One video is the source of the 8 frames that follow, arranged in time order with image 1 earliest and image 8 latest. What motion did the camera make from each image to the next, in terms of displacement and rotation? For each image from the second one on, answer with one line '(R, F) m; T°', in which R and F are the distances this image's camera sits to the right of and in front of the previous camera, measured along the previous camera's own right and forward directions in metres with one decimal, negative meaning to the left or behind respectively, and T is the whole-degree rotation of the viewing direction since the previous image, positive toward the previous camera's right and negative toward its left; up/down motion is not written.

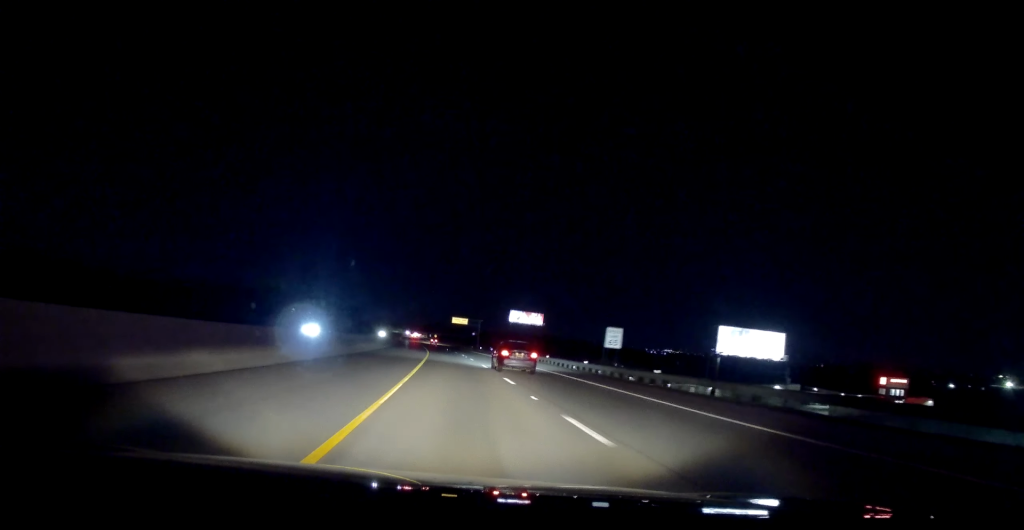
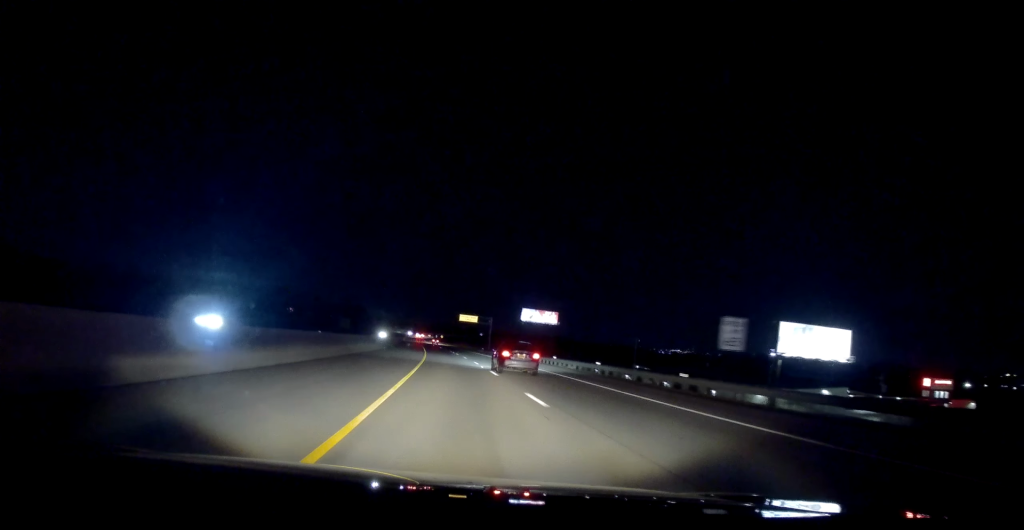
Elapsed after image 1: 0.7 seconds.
(-0.1, +19.1) m; -1°
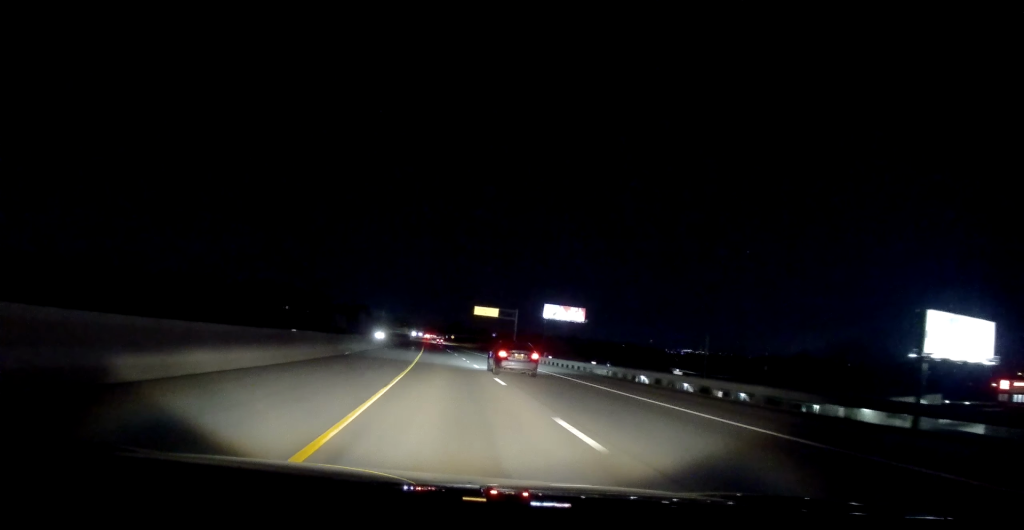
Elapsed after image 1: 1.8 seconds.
(-0.4, +30.0) m; -1°
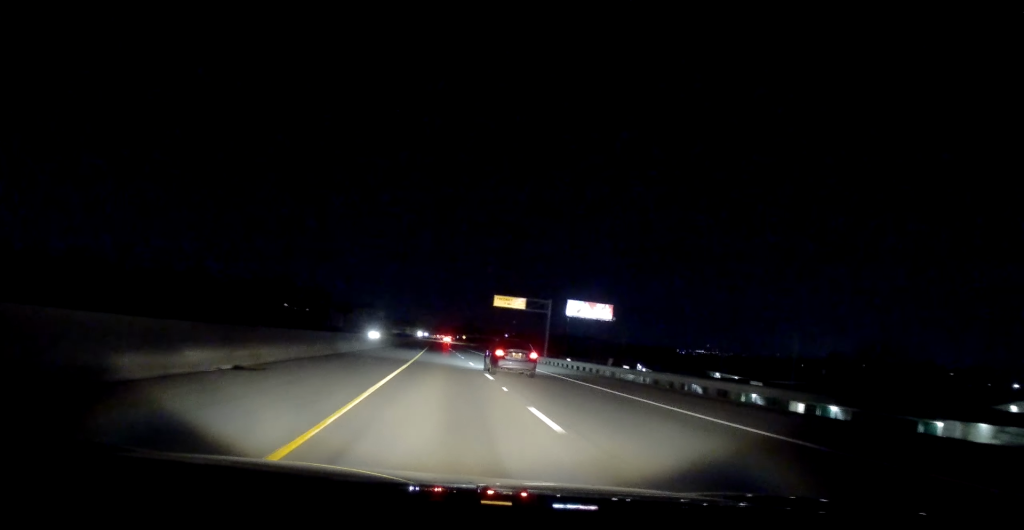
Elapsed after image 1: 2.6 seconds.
(-0.2, +22.7) m; -1°
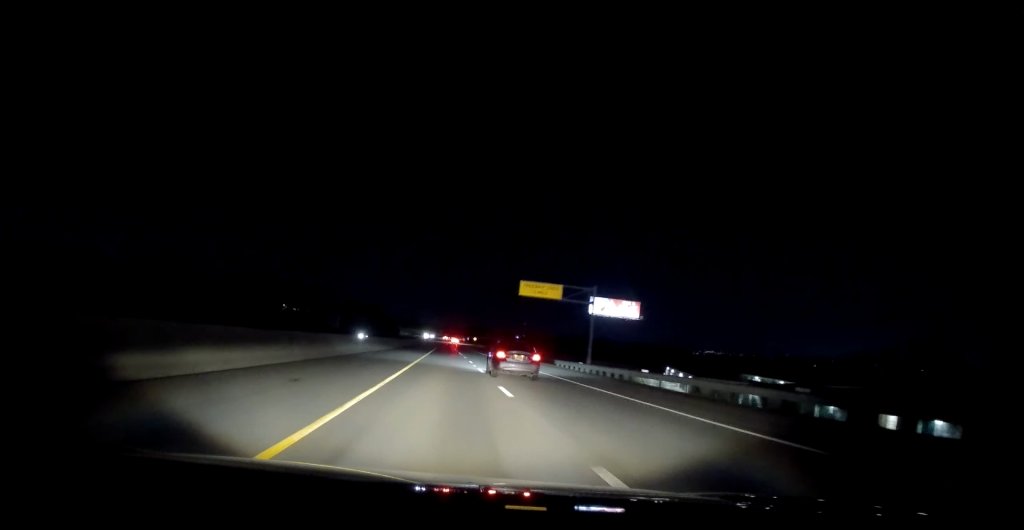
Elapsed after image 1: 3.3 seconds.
(0.0, +18.2) m; 0°
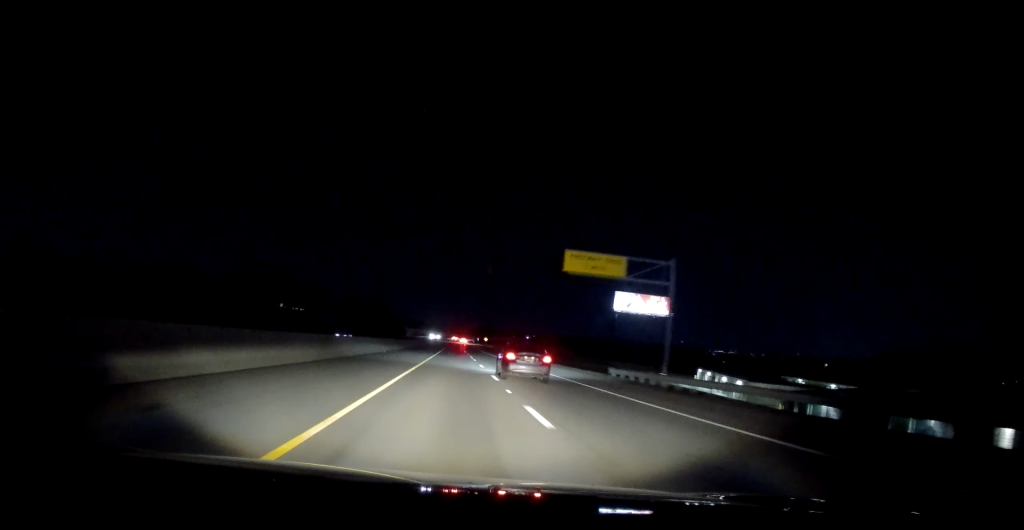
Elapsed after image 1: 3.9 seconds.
(0.0, +17.2) m; -1°
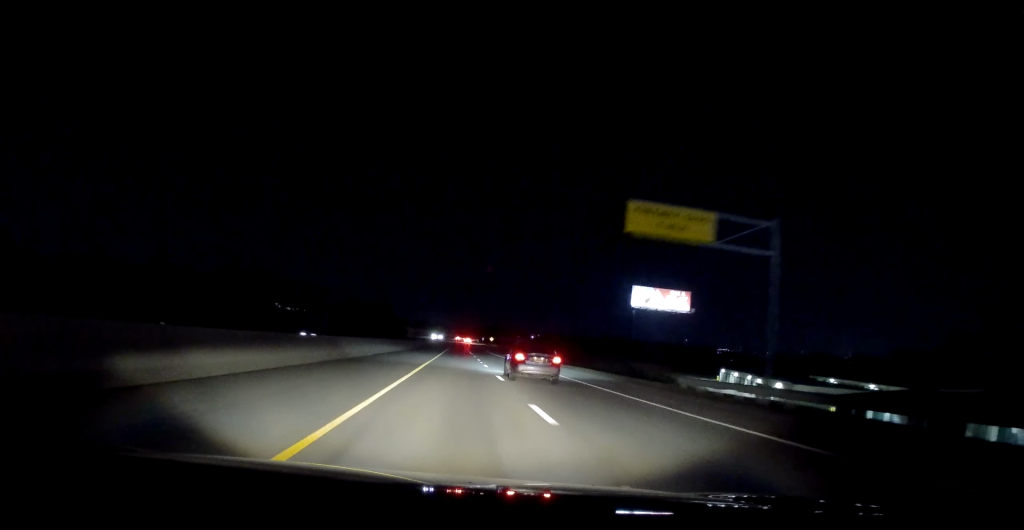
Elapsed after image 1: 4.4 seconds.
(0.0, +11.8) m; 0°
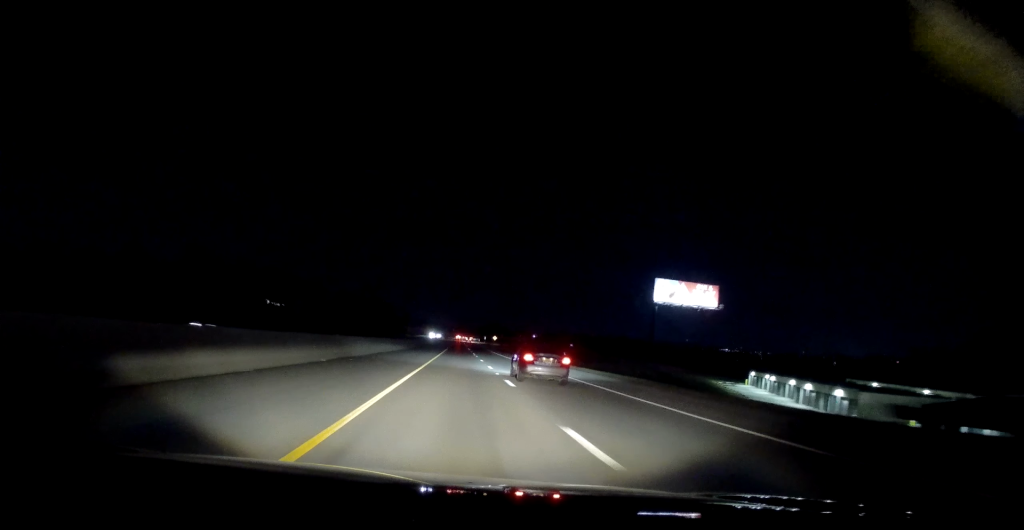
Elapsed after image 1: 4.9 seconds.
(-0.2, +15.4) m; -1°
